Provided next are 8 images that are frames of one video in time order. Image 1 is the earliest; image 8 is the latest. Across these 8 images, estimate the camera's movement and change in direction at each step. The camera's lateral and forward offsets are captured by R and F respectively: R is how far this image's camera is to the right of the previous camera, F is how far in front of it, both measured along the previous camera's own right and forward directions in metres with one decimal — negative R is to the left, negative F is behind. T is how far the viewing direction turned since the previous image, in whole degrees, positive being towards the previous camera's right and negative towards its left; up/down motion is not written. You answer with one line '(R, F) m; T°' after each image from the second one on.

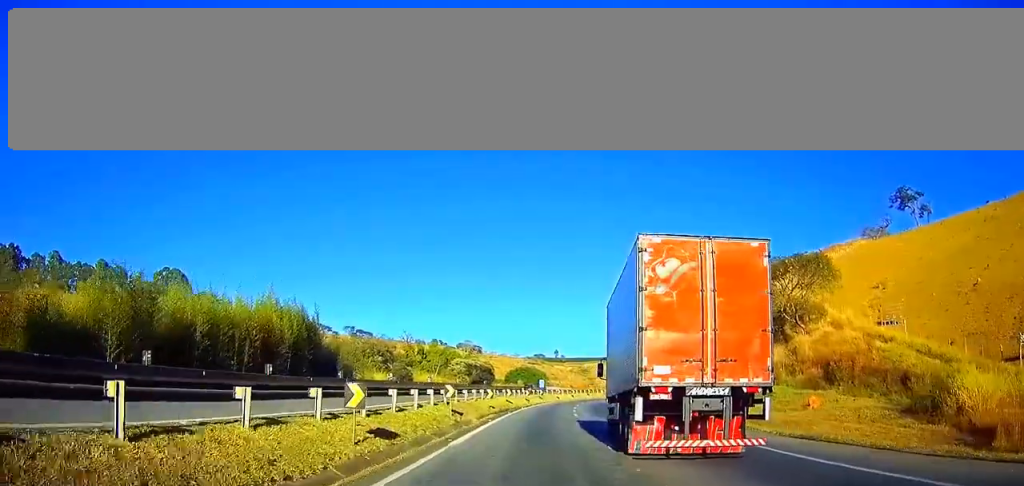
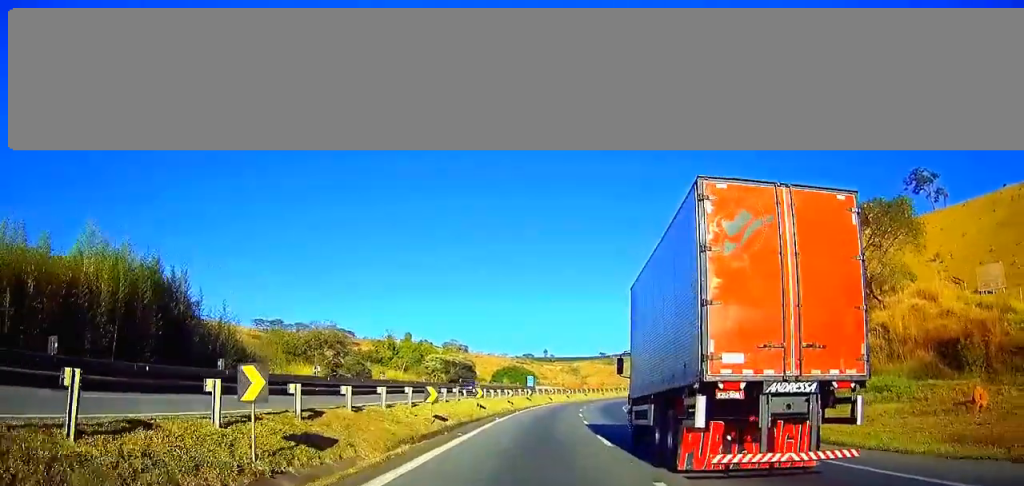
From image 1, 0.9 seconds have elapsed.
(+0.1, +20.9) m; +1°
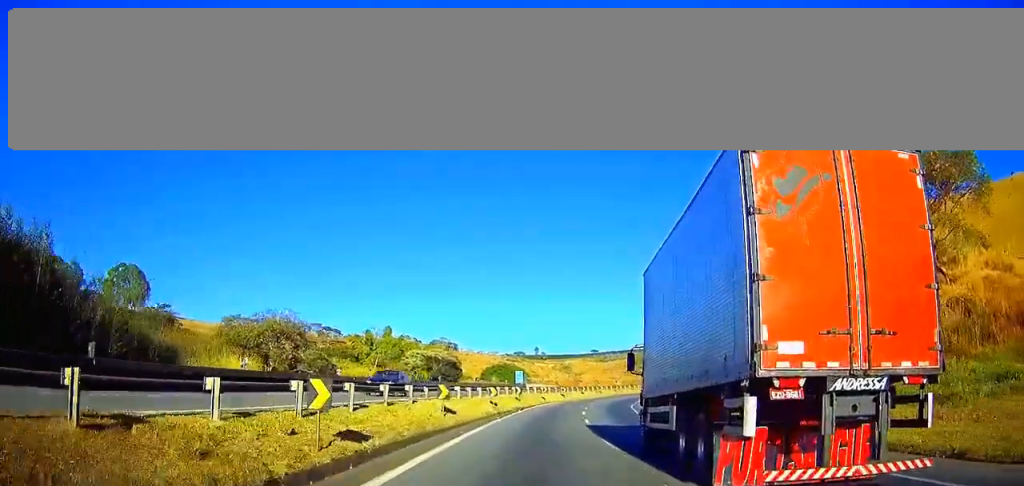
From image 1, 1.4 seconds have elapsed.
(+0.2, +11.8) m; 0°
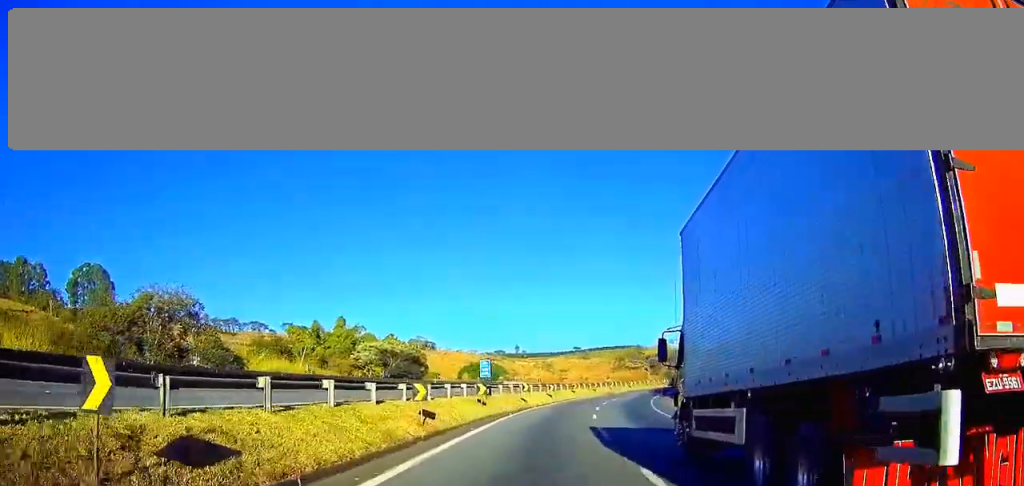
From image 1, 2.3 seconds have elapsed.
(+0.1, +21.4) m; +2°
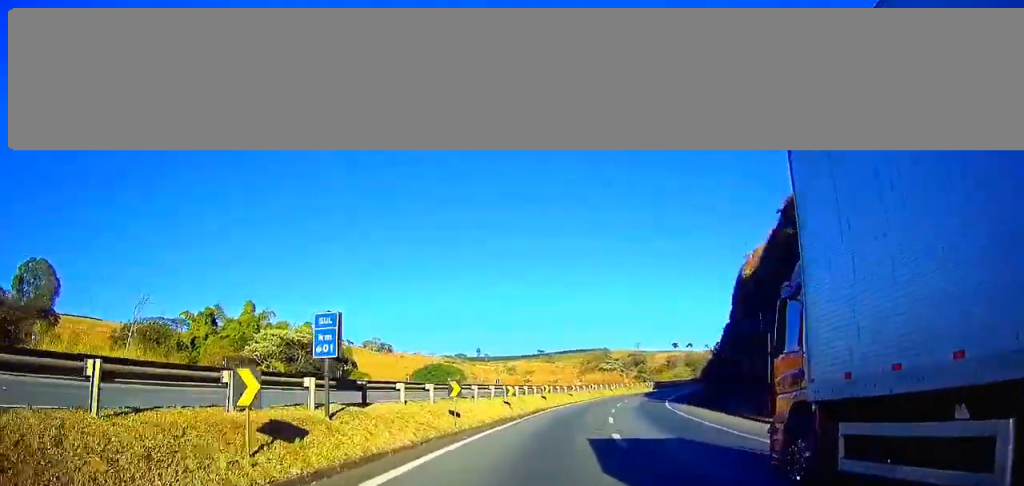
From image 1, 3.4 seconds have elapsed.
(+0.7, +25.5) m; +3°
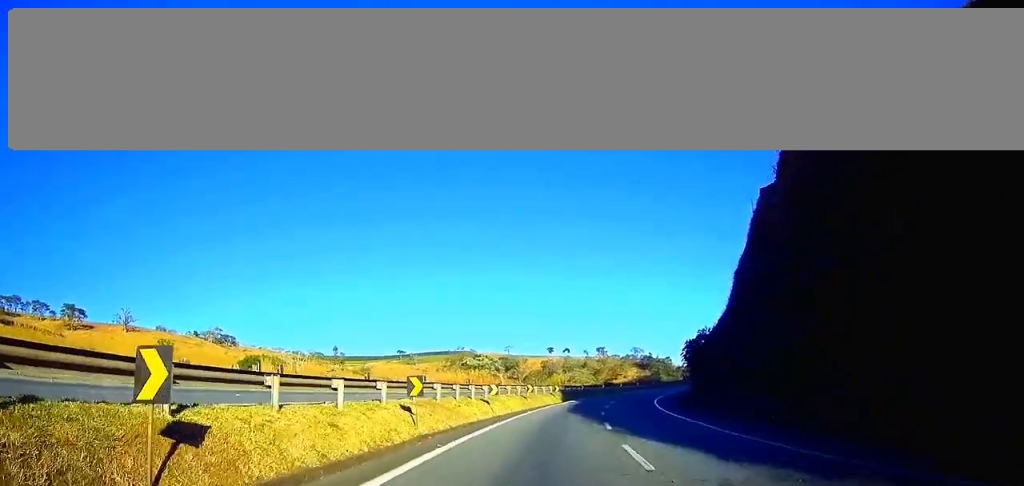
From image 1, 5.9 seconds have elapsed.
(+5.3, +60.8) m; +11°
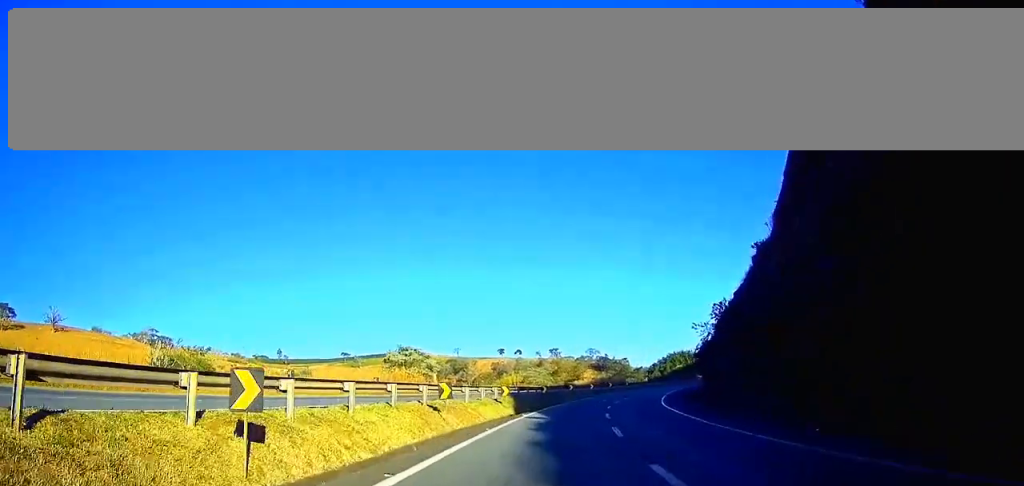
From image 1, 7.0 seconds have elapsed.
(+1.1, +26.9) m; +5°
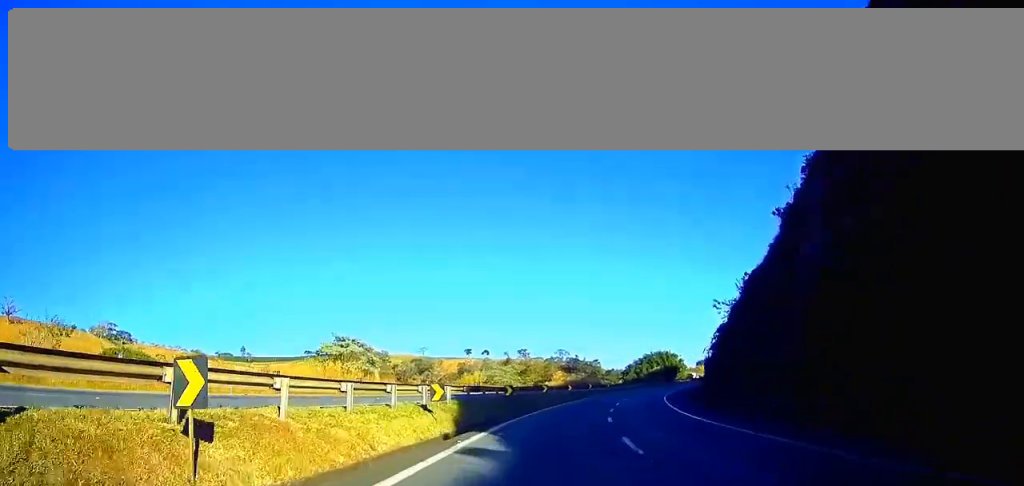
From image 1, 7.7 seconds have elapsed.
(+0.2, +16.4) m; +3°
